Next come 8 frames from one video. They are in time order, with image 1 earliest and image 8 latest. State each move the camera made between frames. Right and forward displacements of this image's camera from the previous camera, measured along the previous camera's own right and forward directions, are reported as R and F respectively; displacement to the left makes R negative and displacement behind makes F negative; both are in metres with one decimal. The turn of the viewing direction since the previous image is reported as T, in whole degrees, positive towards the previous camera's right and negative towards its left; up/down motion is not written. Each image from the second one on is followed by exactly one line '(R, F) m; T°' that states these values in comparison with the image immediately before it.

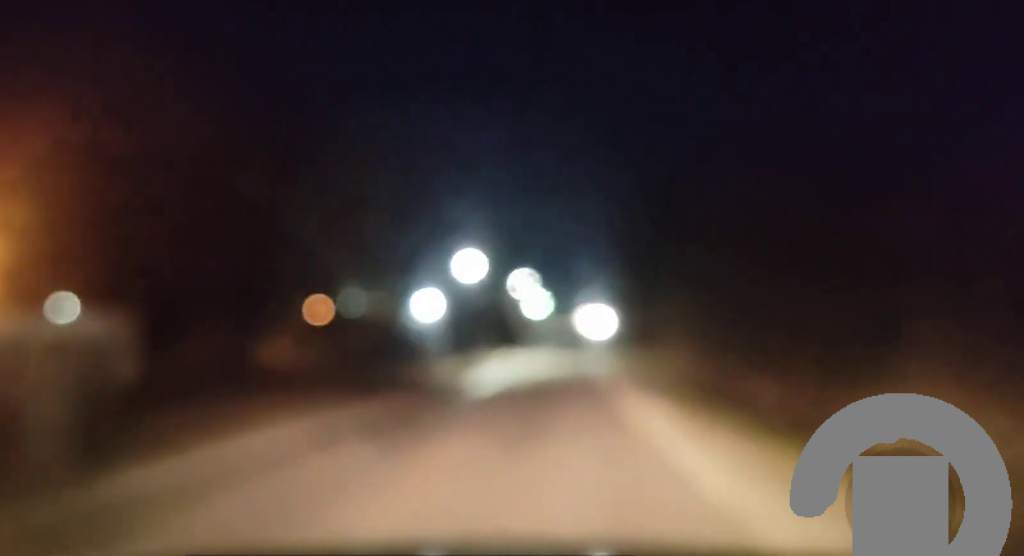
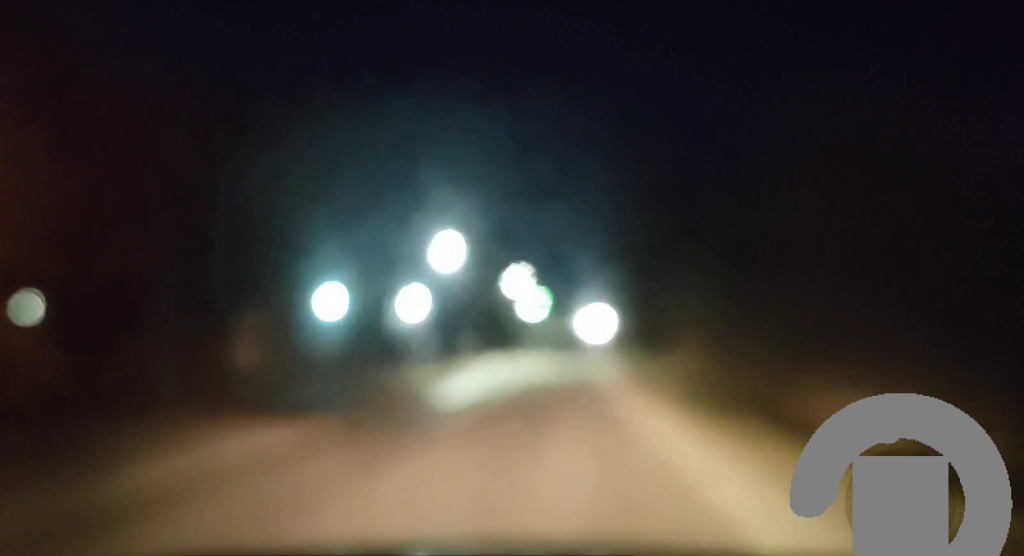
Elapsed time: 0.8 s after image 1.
(0.0, +13.1) m; 0°
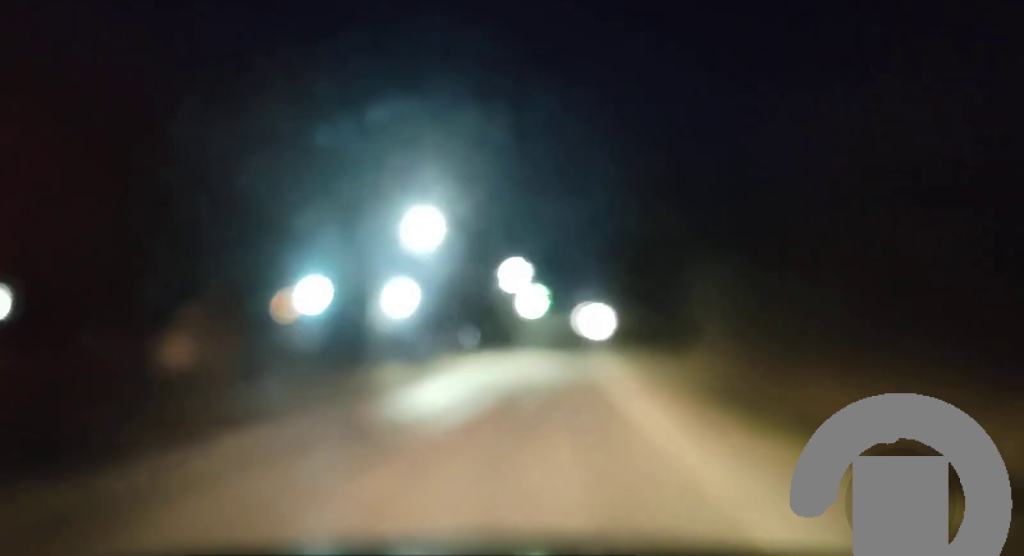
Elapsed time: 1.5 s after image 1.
(0.0, +11.4) m; 0°
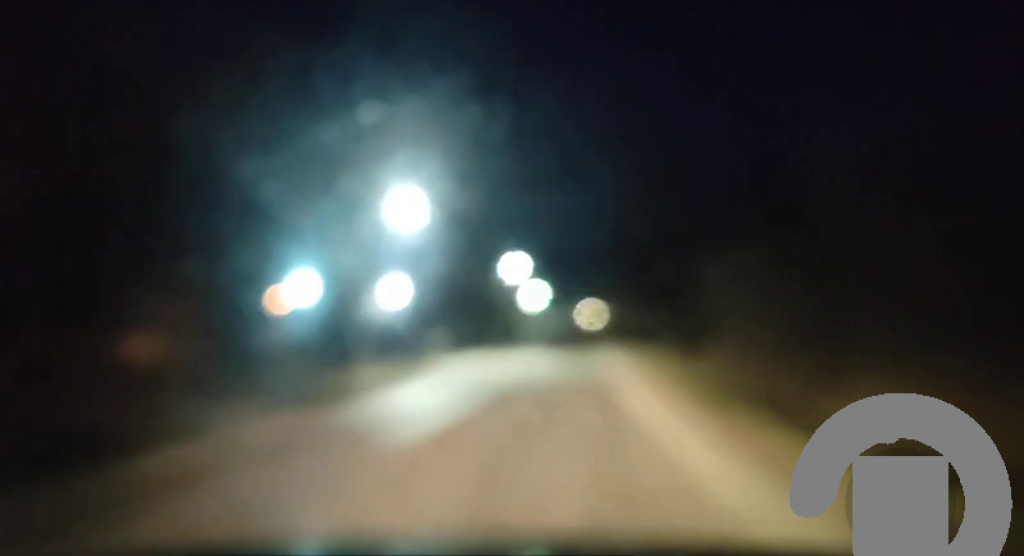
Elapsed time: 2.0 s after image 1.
(0.0, +7.0) m; 0°
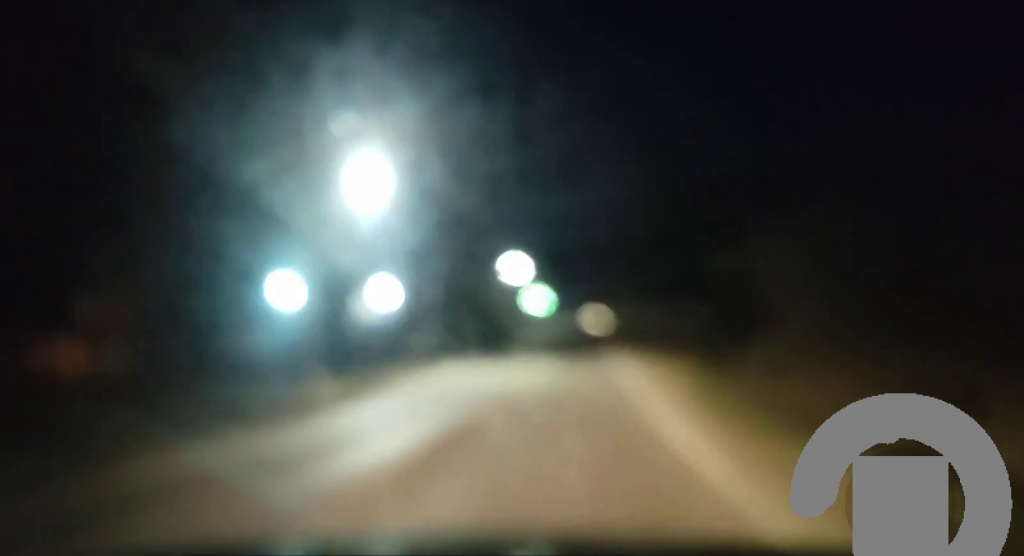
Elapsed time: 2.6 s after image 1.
(-0.1, +9.6) m; 0°
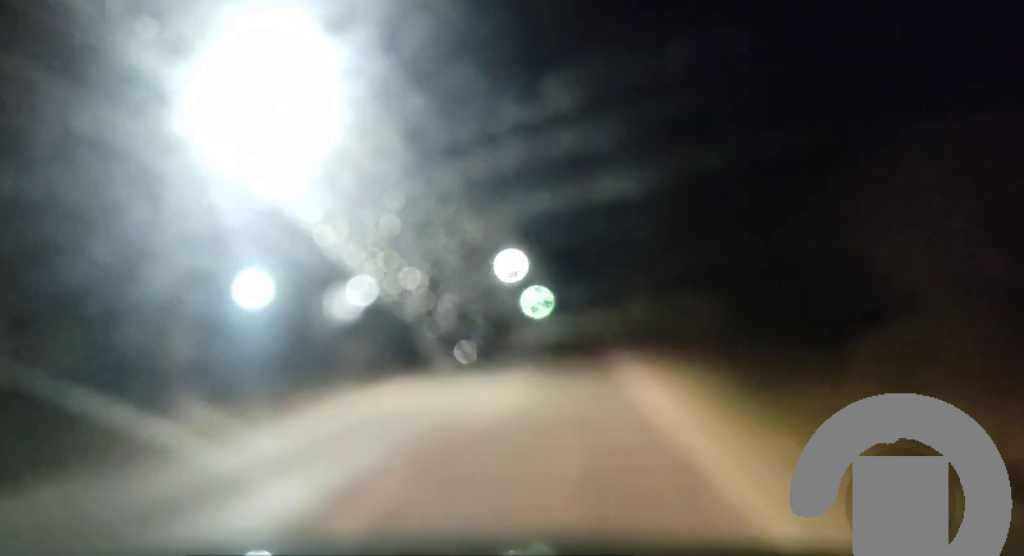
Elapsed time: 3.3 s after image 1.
(0.0, +12.3) m; 0°
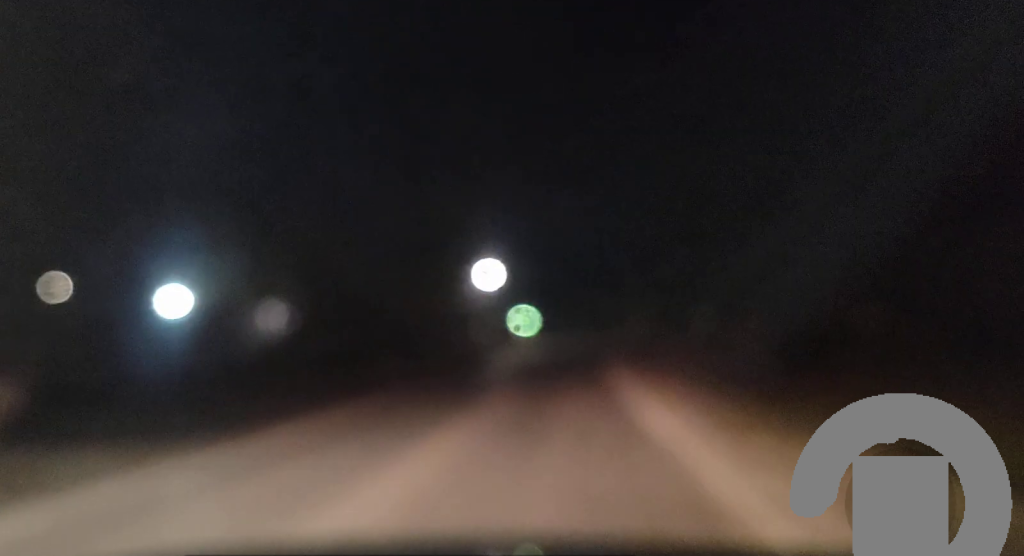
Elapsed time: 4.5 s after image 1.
(+0.2, +19.5) m; +1°
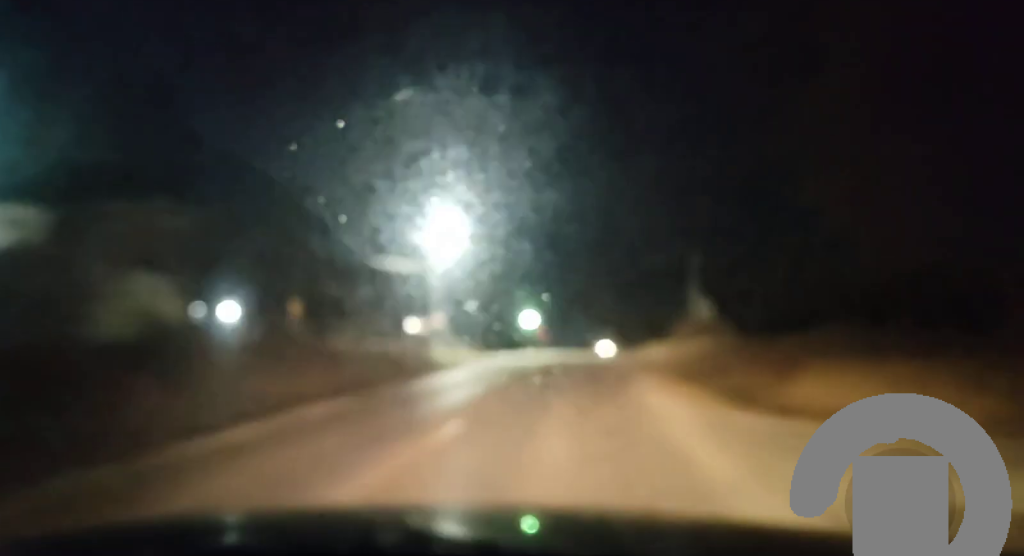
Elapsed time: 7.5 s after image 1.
(-0.3, +49.2) m; -1°
